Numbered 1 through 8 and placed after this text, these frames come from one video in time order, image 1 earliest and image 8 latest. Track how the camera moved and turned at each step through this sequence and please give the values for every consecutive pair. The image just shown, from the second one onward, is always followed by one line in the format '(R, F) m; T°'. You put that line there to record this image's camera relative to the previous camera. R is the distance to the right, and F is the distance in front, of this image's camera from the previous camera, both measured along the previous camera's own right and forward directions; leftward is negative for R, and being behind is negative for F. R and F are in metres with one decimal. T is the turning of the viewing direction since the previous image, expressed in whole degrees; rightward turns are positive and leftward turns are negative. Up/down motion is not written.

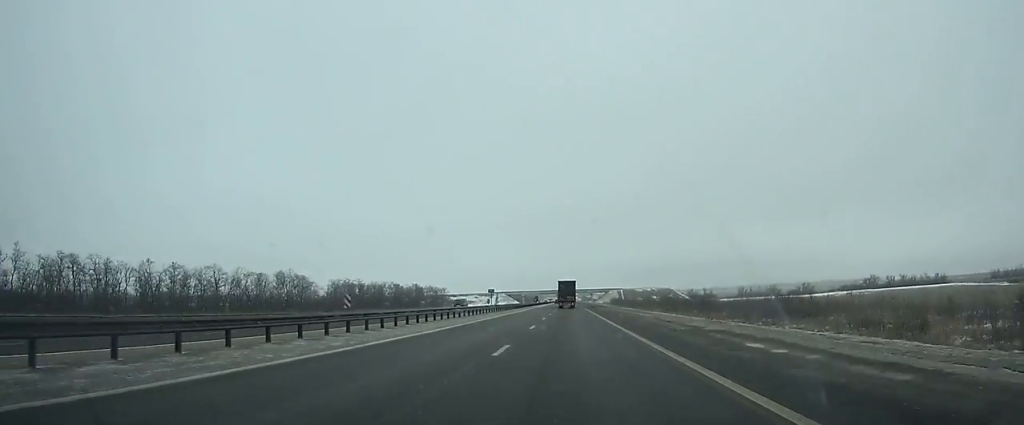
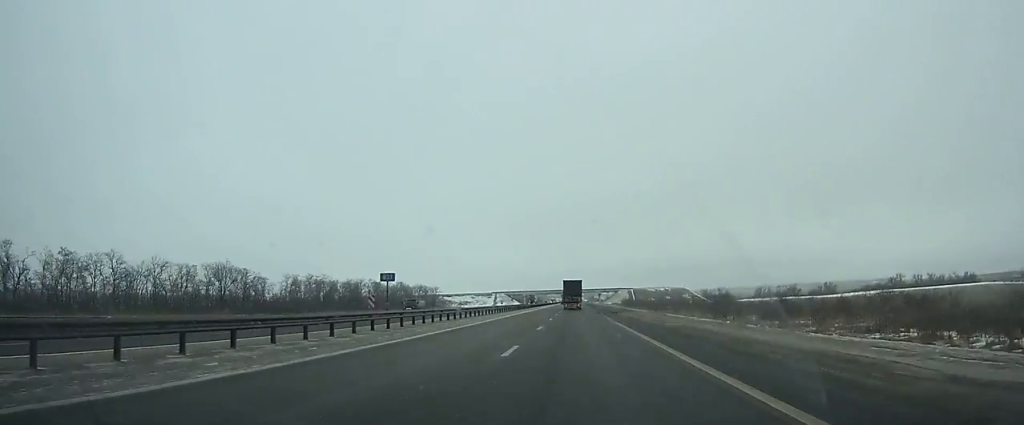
(0.0, +36.2) m; 0°
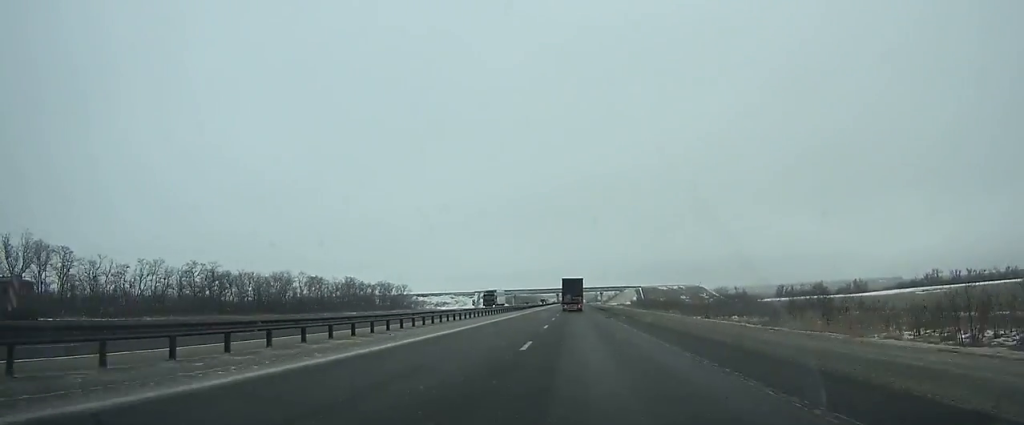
(-0.1, +58.3) m; 0°
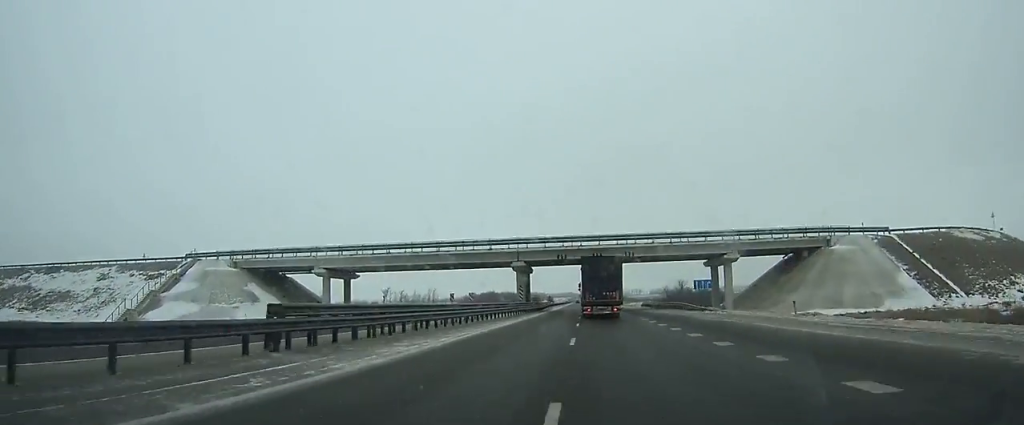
(-1.3, +251.9) m; 0°
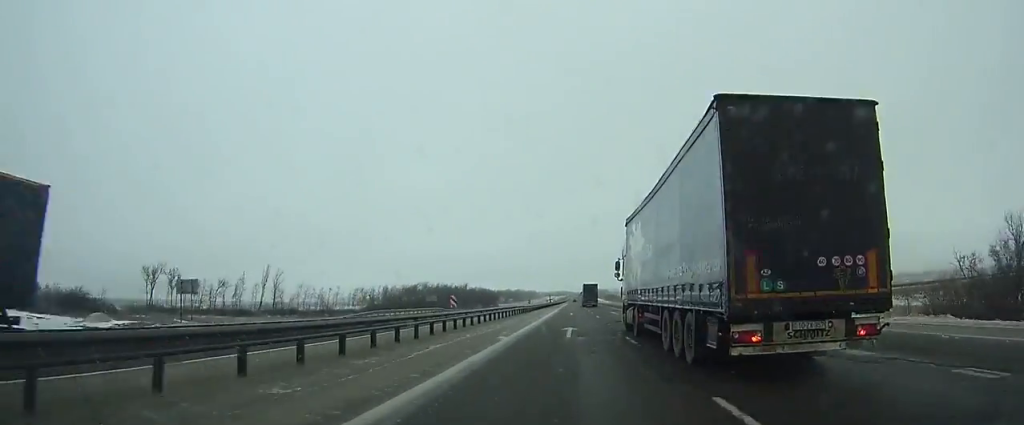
(+0.8, +169.6) m; 0°
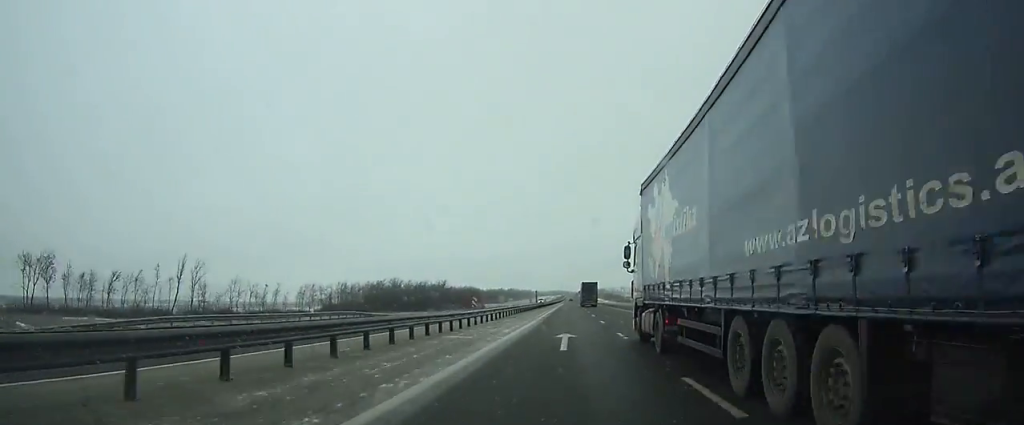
(0.0, +34.4) m; 0°
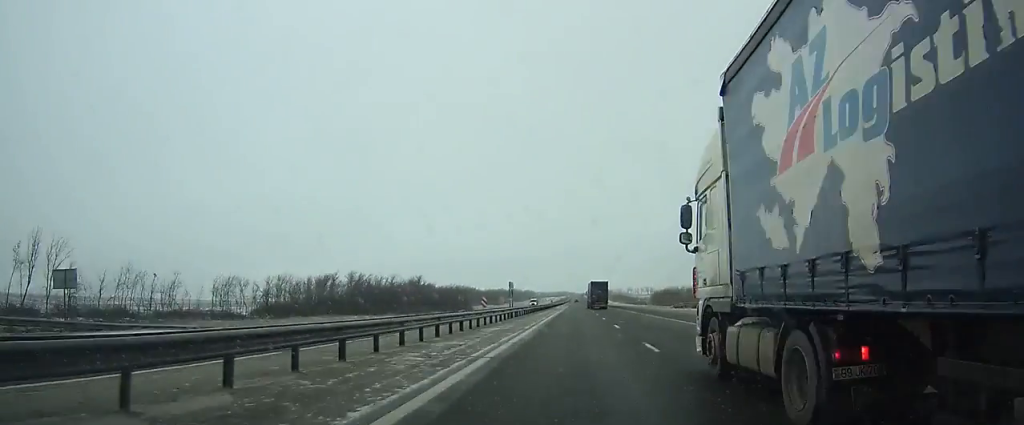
(0.0, +40.6) m; 0°
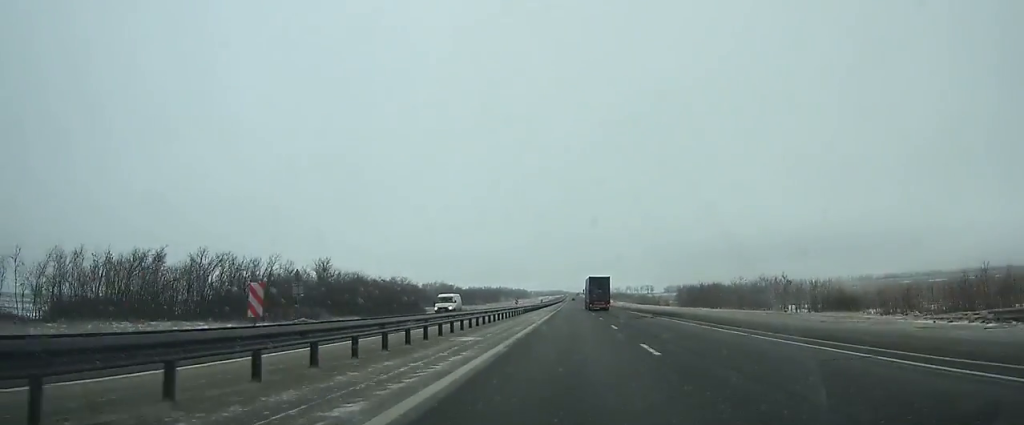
(0.0, +61.1) m; 0°
